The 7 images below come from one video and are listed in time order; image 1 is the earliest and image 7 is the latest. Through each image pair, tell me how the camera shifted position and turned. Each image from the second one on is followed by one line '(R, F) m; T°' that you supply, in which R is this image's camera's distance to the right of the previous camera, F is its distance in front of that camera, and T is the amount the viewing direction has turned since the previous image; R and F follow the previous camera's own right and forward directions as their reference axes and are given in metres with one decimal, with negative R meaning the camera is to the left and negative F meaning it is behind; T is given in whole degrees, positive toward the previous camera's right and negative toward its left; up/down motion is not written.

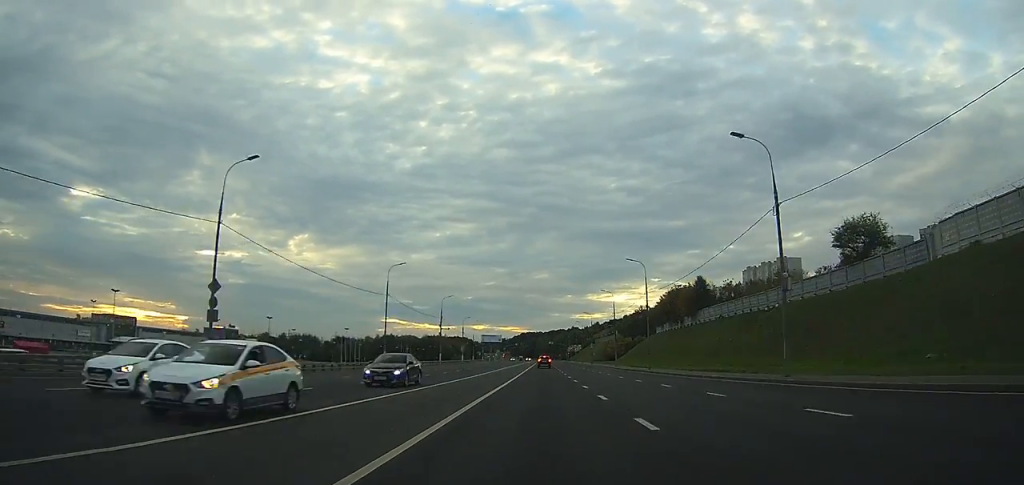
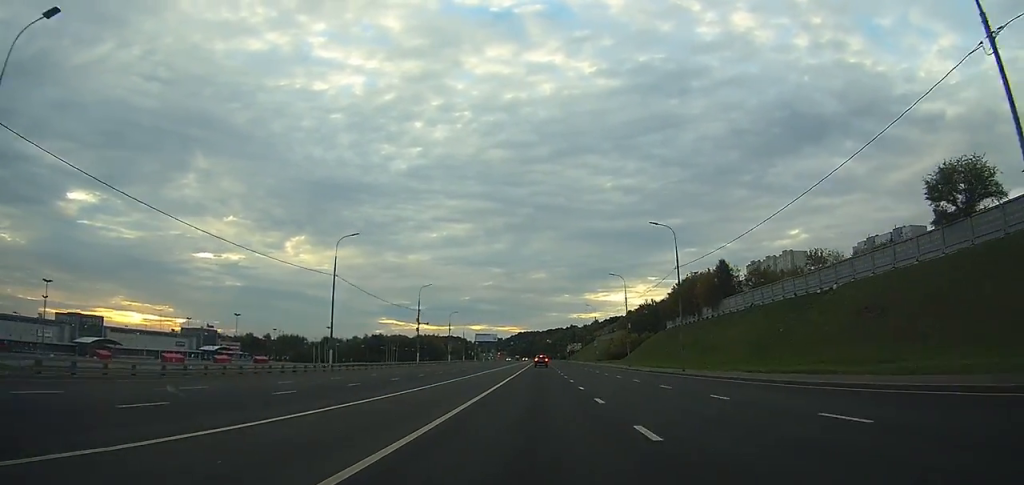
(0.0, +18.1) m; 0°
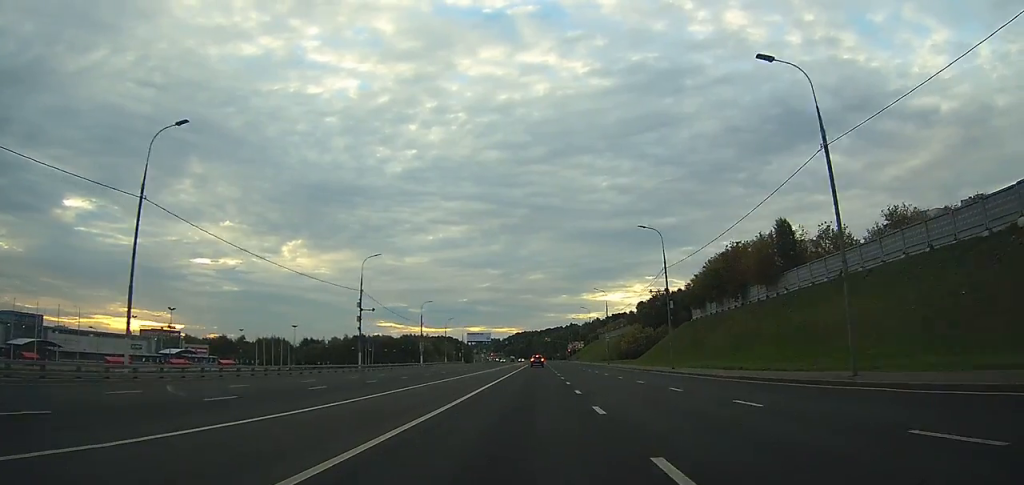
(0.0, +29.4) m; 0°
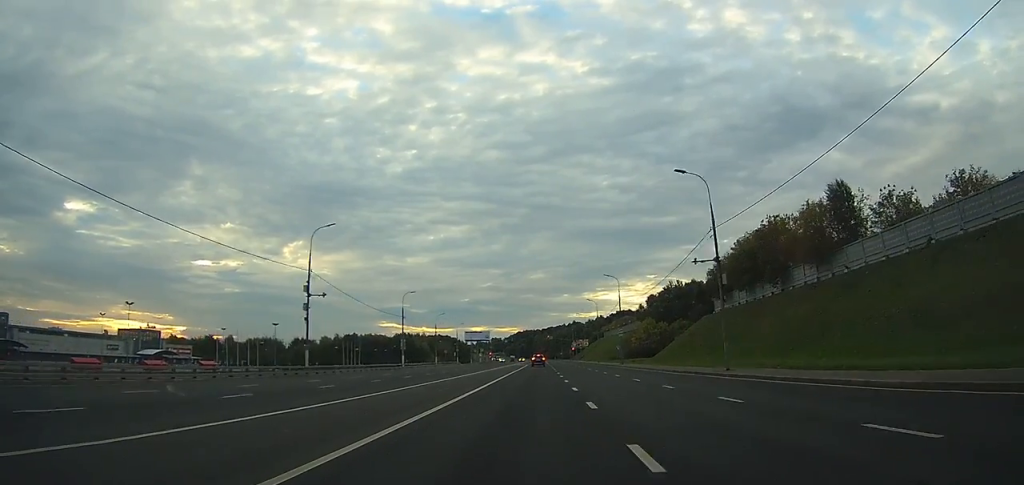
(-0.1, +15.2) m; 0°
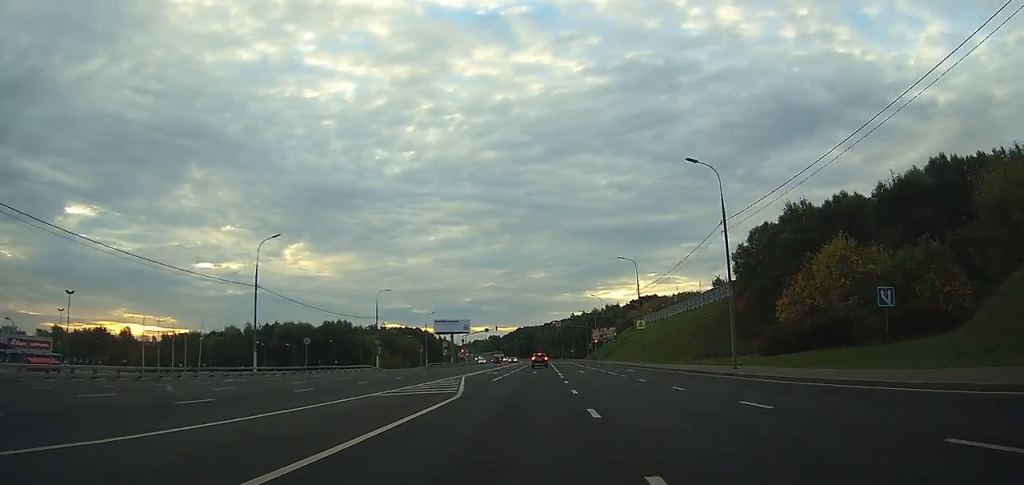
(-0.6, +77.7) m; 0°
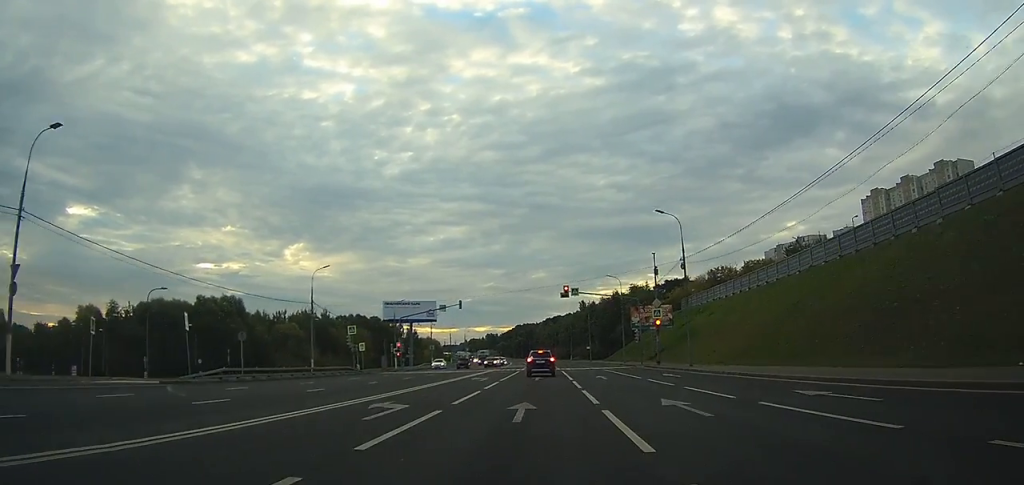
(+0.6, +65.4) m; +1°
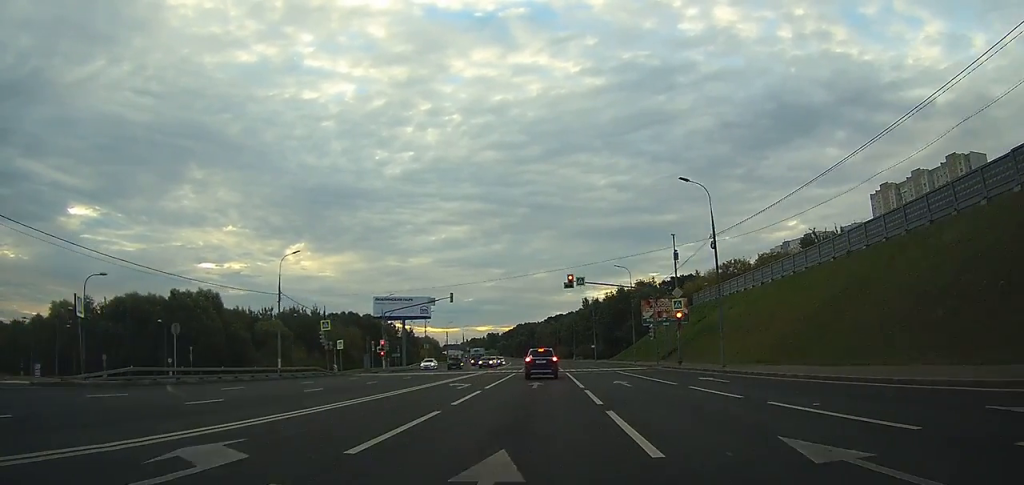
(0.0, +8.1) m; 0°
